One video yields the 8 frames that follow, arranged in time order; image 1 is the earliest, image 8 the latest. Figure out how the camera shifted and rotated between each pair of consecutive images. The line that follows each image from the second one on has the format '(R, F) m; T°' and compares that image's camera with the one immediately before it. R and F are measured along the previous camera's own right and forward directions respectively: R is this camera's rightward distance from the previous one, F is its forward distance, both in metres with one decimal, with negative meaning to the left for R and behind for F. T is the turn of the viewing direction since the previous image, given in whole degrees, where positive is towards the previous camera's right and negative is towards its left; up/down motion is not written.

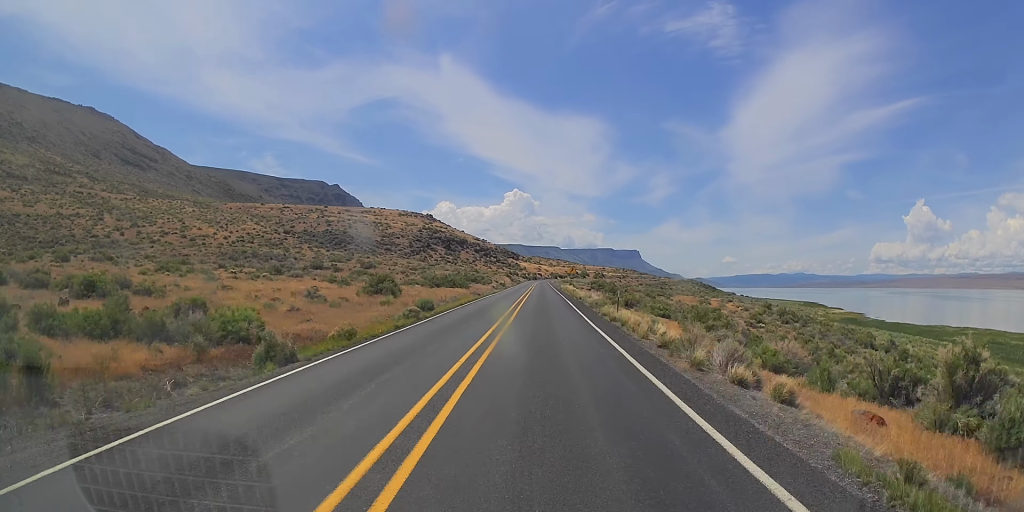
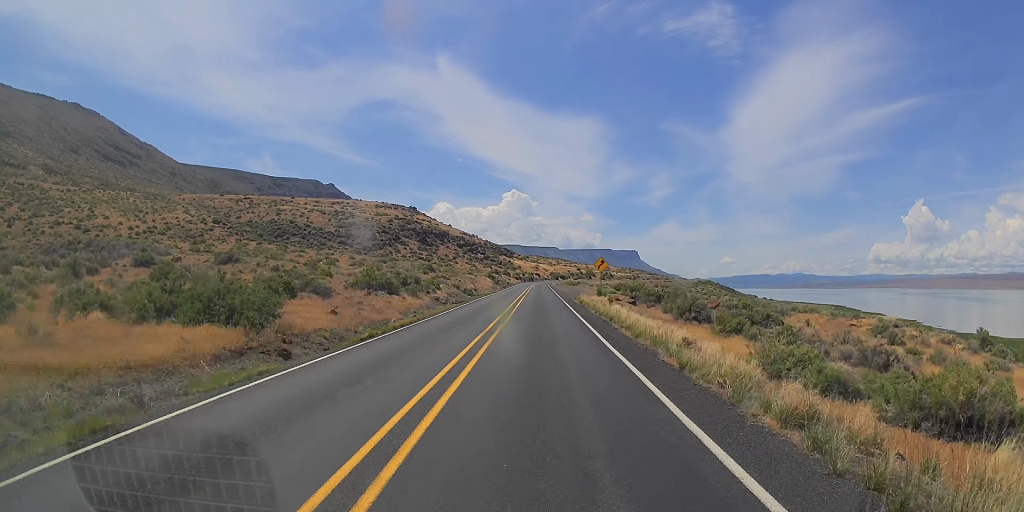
(-0.3, +48.6) m; 0°
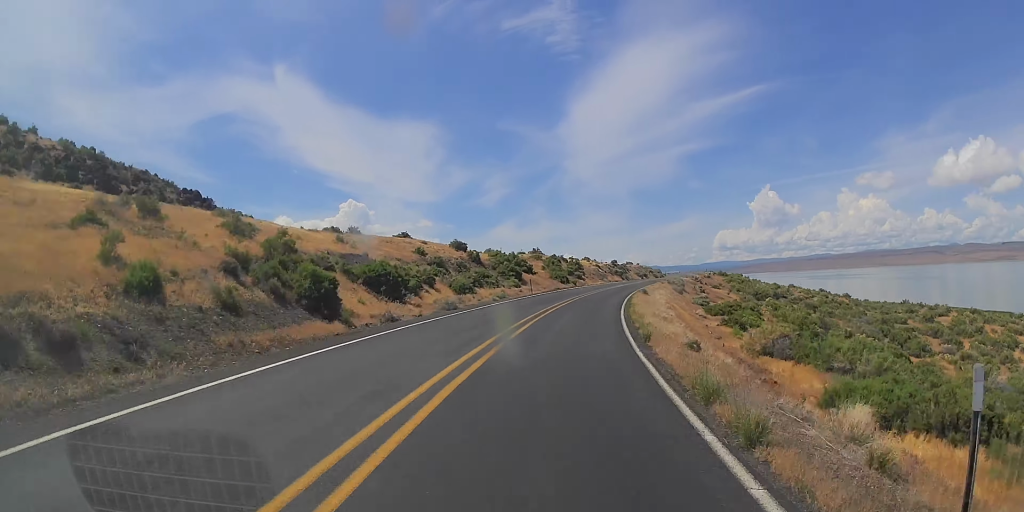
(+7.9, +215.1) m; +14°
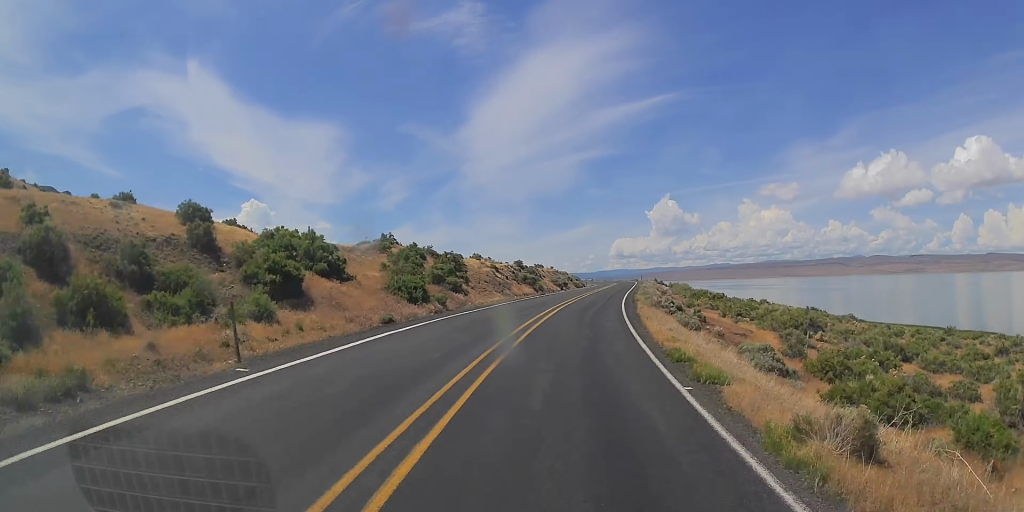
(+6.1, +39.5) m; +7°
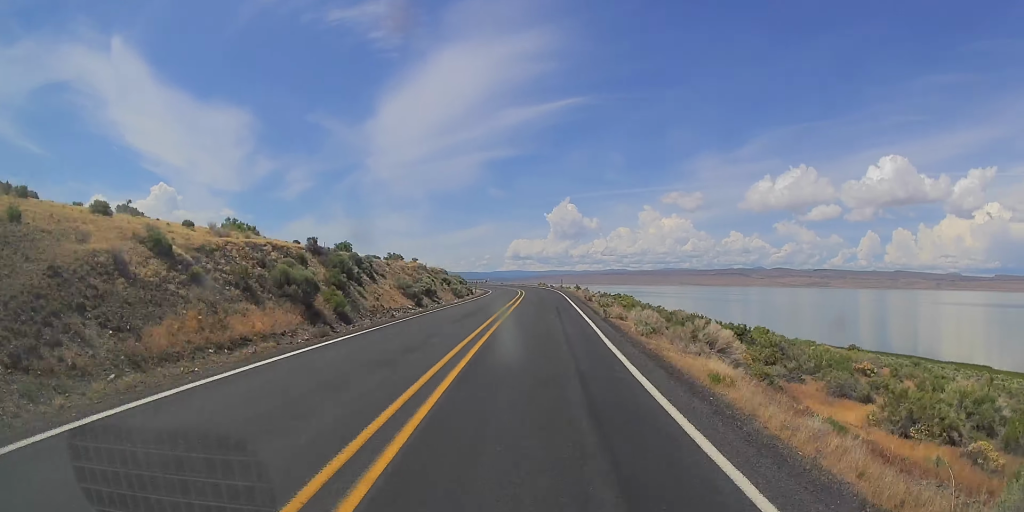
(+1.1, +39.9) m; +7°
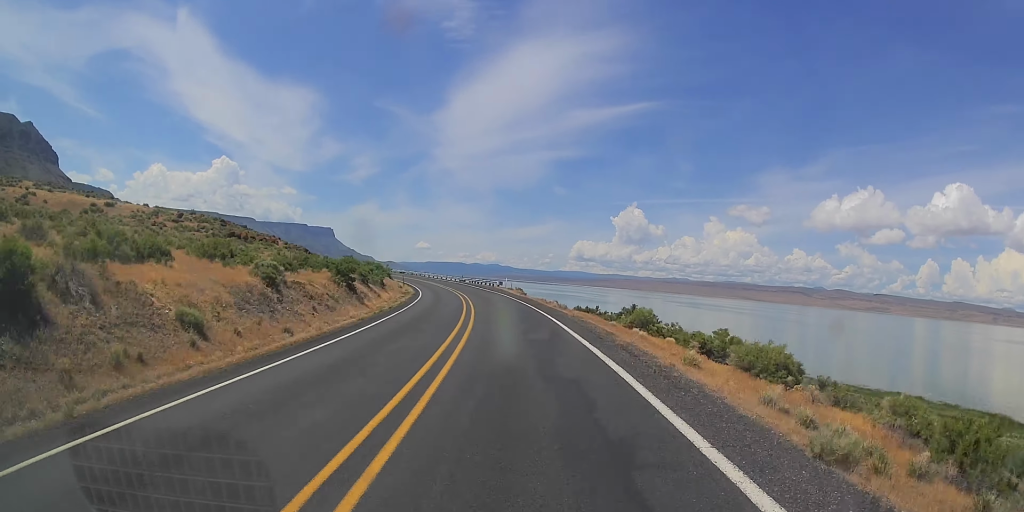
(+8.3, +84.4) m; -1°
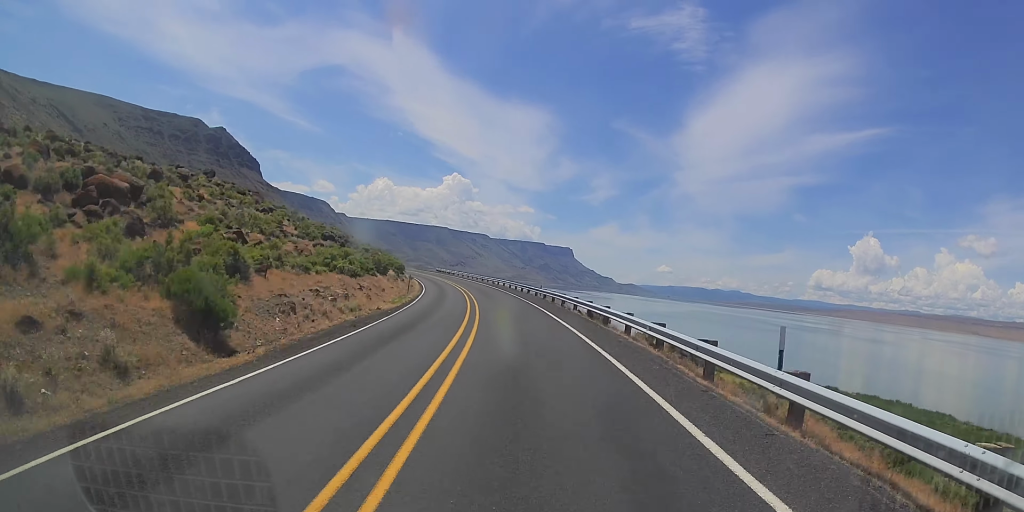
(-21.8, +114.5) m; -21°
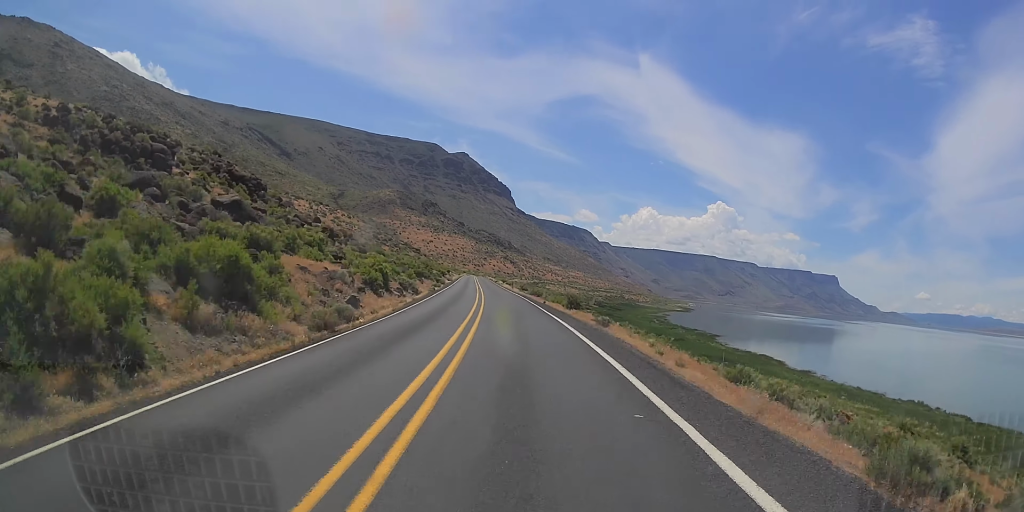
(-23.9, +124.5) m; -24°
